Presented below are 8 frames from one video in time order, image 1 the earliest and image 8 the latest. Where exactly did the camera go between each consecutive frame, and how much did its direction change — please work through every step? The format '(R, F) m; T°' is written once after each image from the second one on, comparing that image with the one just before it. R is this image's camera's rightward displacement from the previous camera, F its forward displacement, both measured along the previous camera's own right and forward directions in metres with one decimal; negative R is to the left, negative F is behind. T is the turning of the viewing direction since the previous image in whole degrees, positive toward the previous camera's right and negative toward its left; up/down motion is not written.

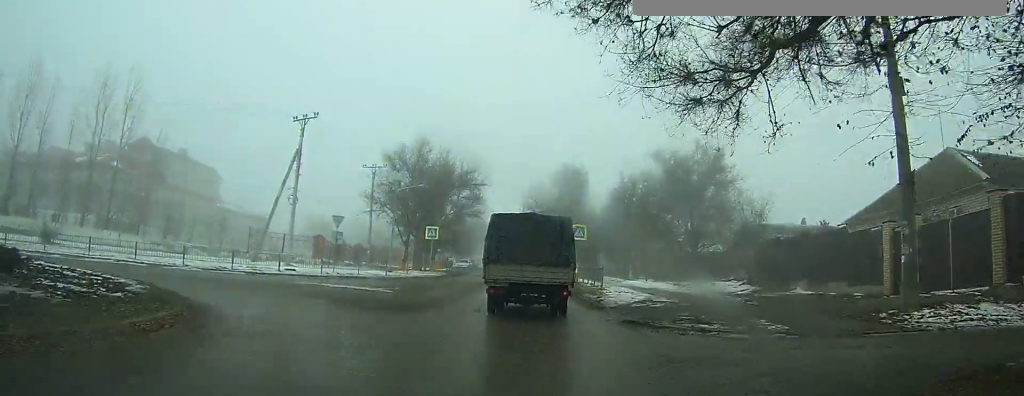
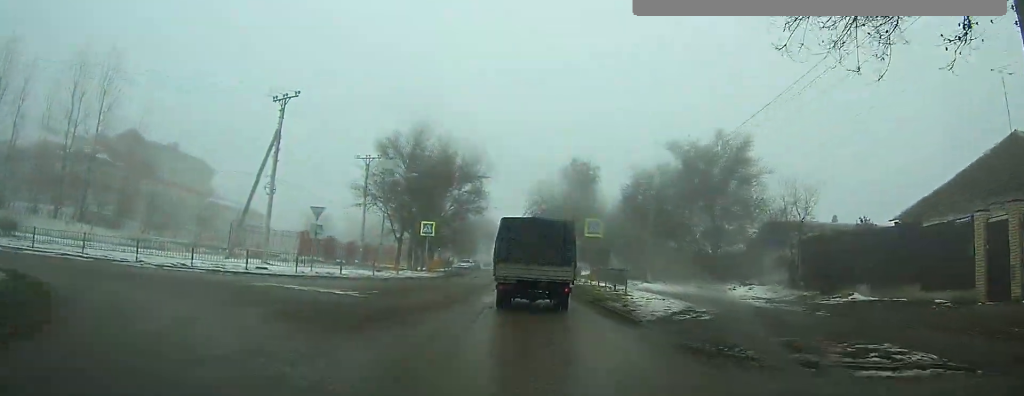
(0.0, +5.3) m; +1°
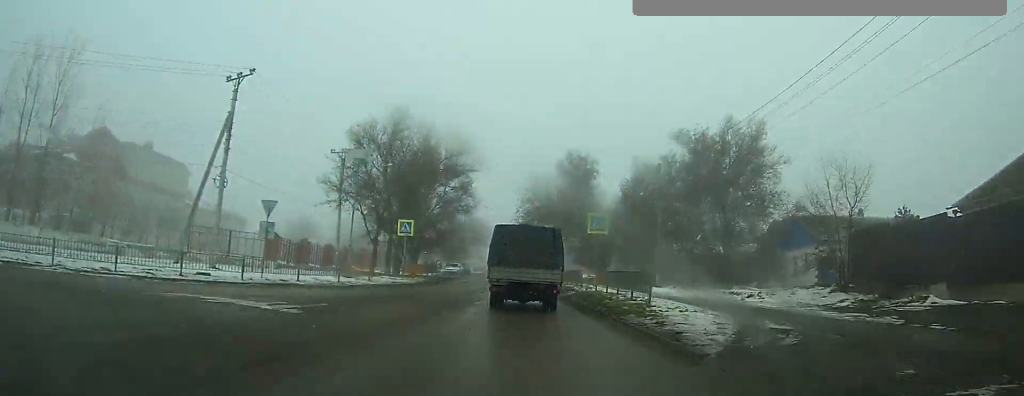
(+0.1, +6.0) m; +1°
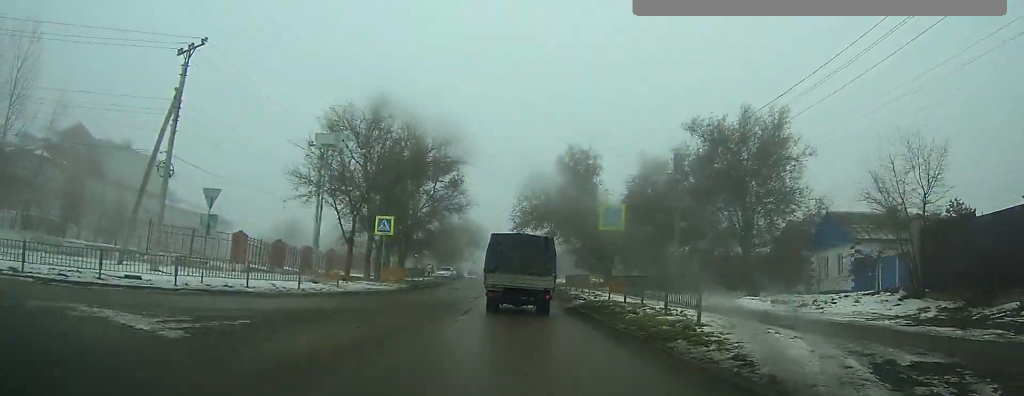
(0.0, +5.6) m; 0°
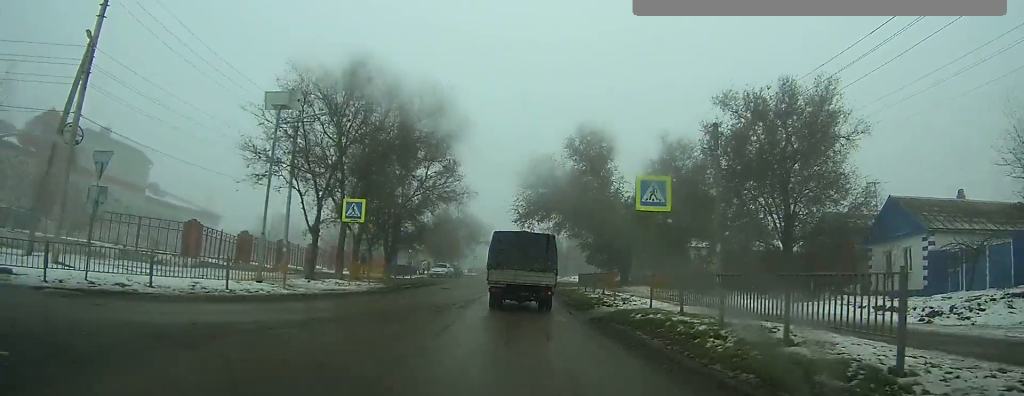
(0.0, +6.5) m; 0°
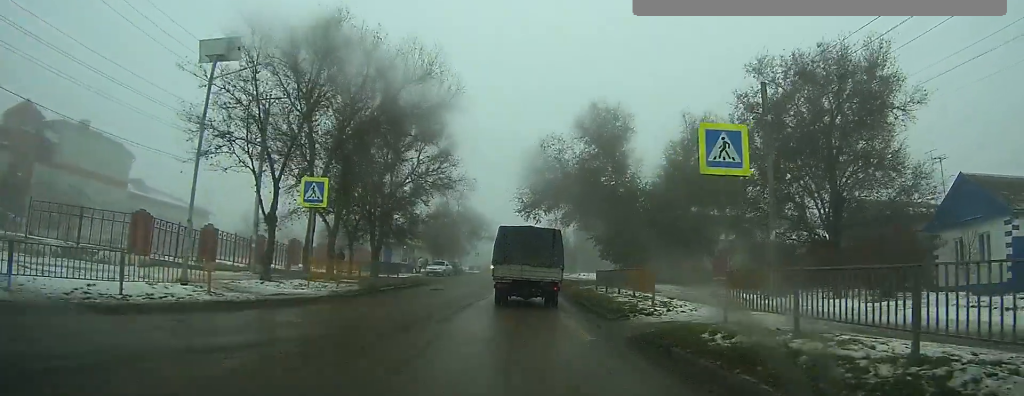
(0.0, +5.0) m; 0°
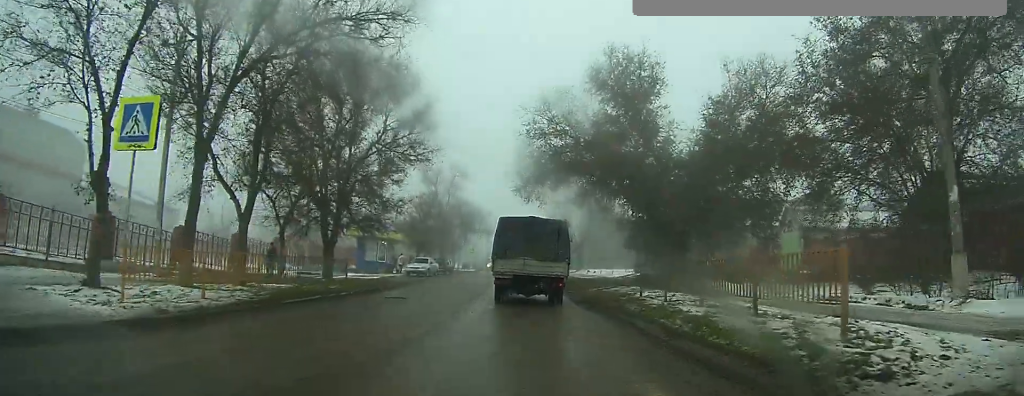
(0.0, +8.1) m; 0°
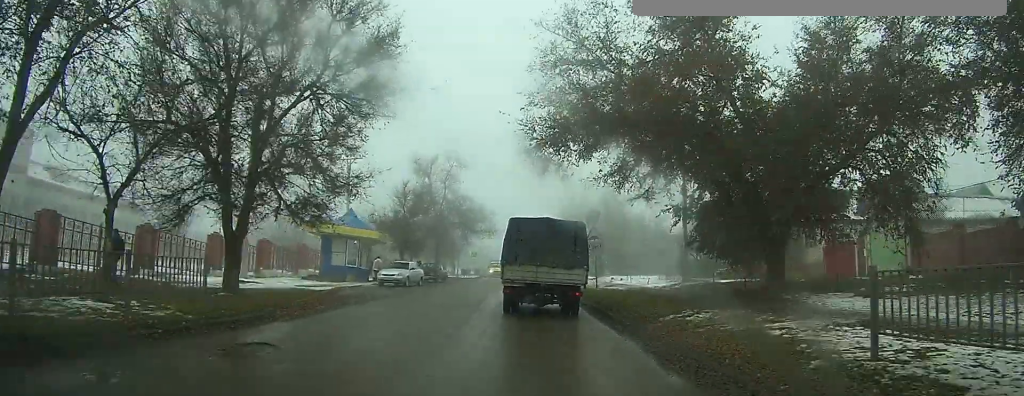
(0.0, +10.1) m; 0°
